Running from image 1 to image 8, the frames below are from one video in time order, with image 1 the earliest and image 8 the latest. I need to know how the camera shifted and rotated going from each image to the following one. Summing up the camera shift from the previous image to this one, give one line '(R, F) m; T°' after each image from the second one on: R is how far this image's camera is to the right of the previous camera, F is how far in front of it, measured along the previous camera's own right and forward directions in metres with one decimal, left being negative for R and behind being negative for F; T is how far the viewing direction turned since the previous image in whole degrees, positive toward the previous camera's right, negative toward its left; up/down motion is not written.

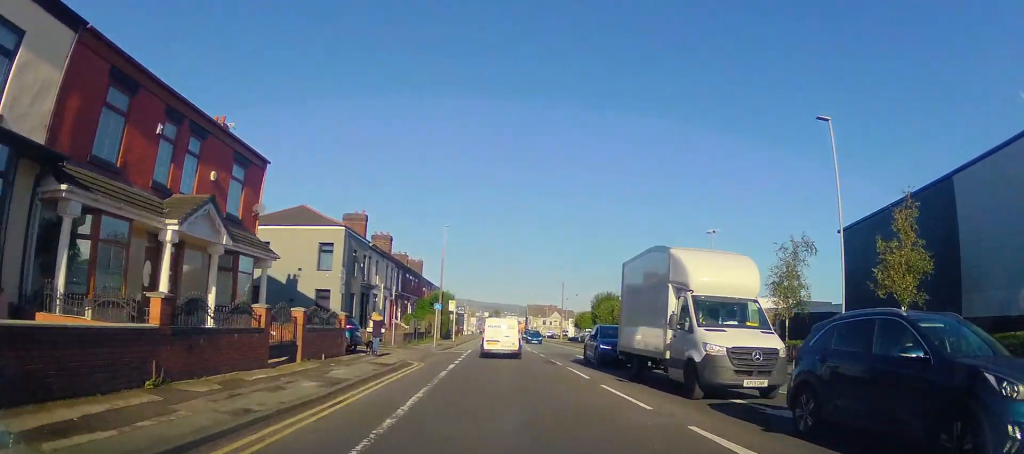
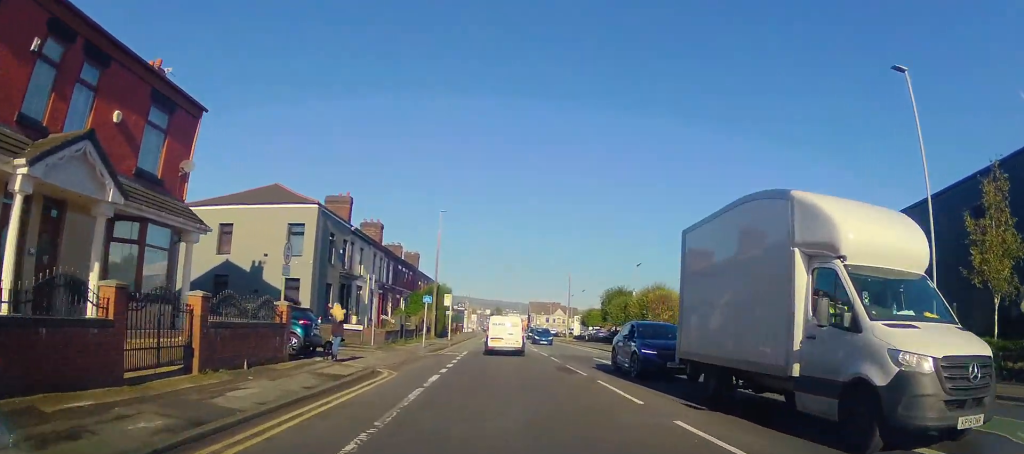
(0.0, +5.4) m; 0°
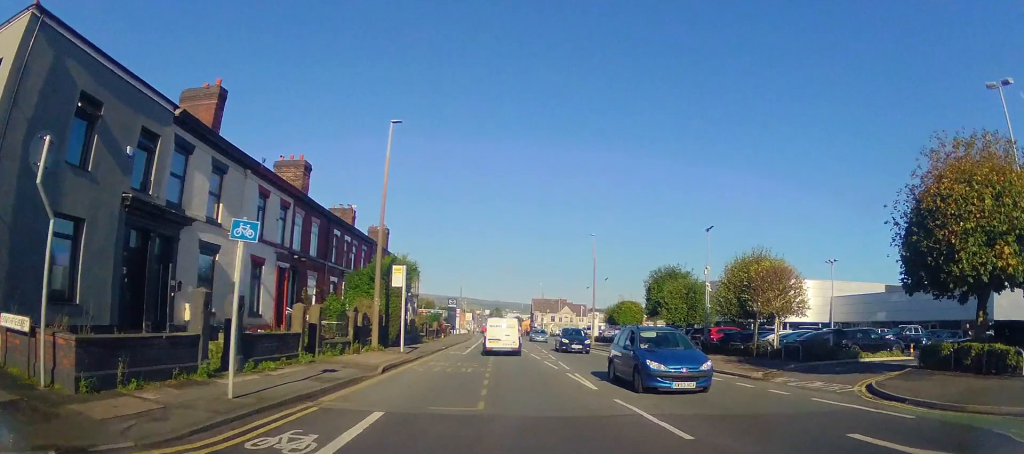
(0.0, +19.8) m; -1°
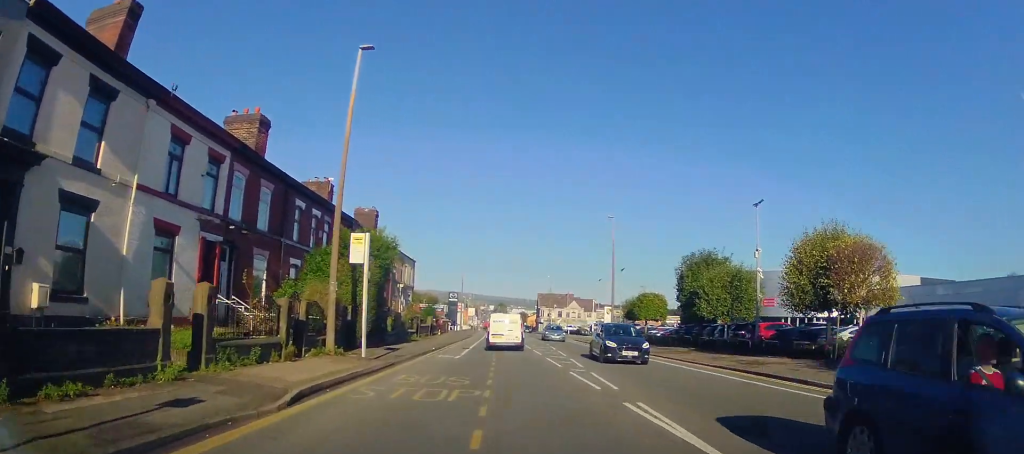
(-0.1, +7.2) m; -1°
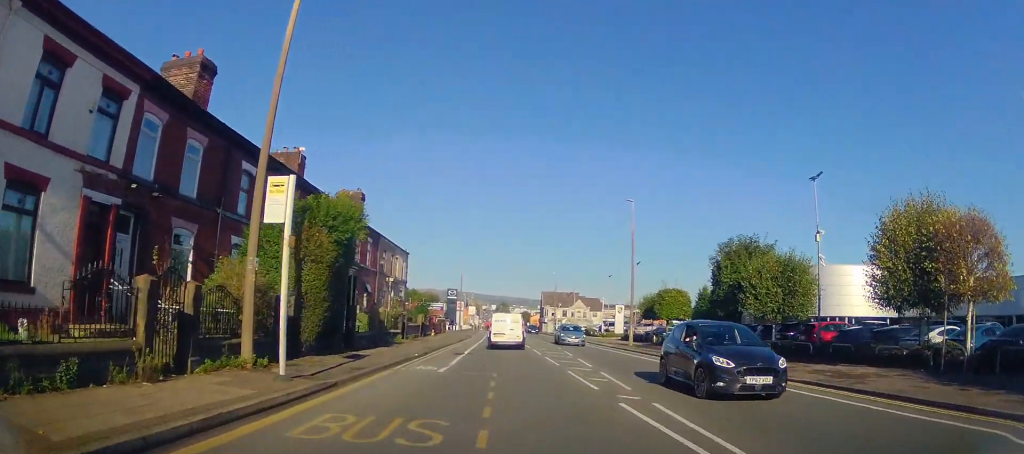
(-0.1, +6.4) m; -1°
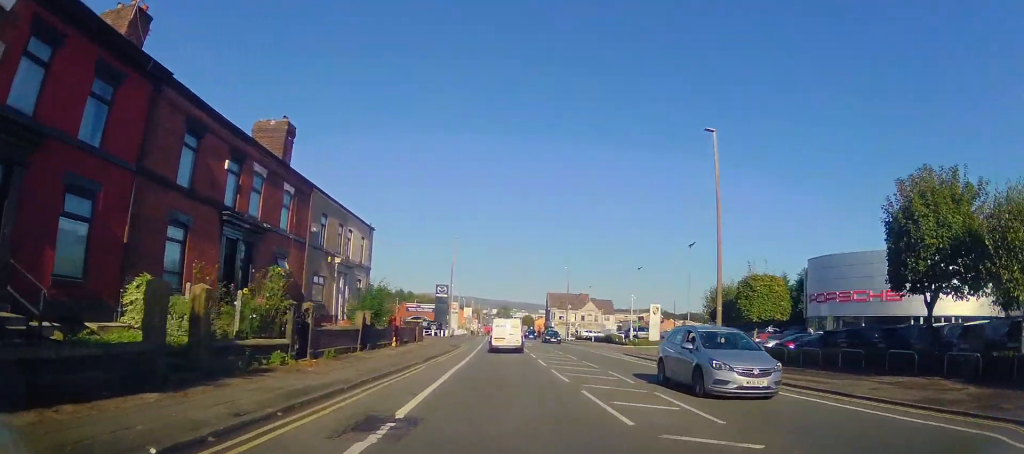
(0.0, +16.9) m; 0°
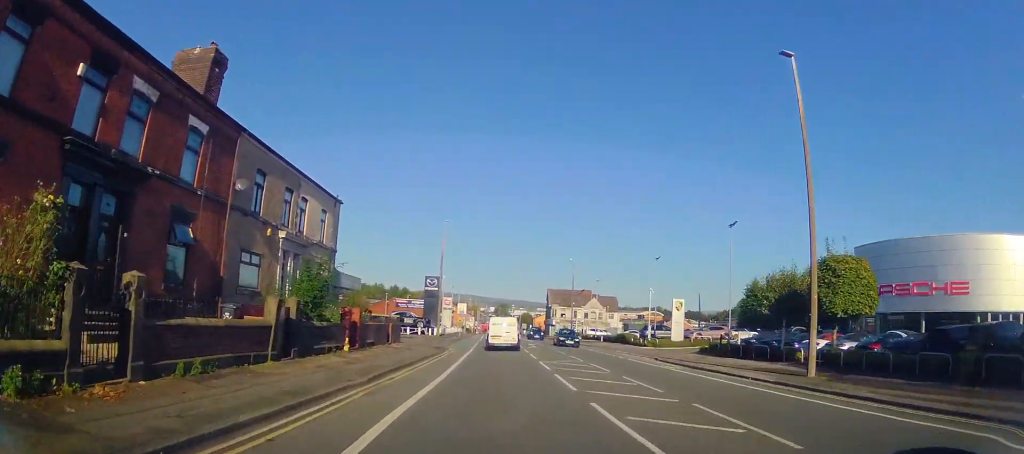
(0.0, +8.3) m; 0°
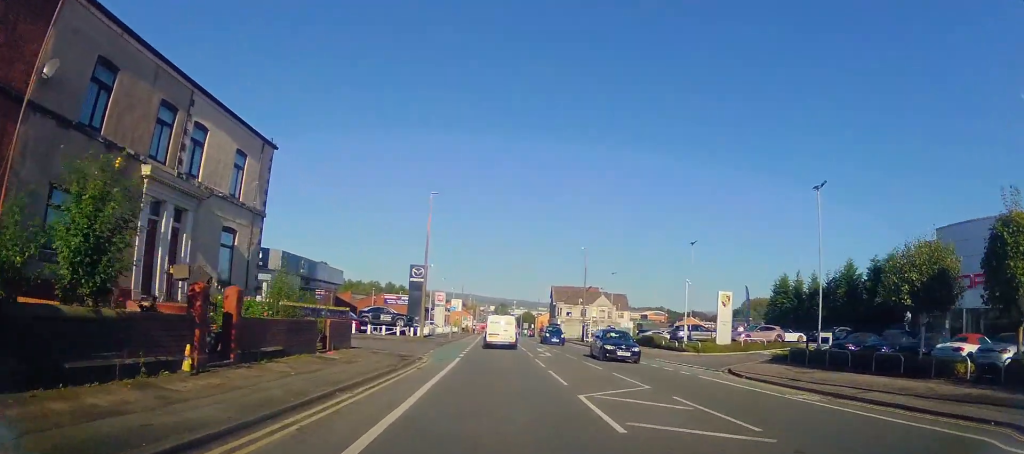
(+0.1, +10.7) m; +1°
